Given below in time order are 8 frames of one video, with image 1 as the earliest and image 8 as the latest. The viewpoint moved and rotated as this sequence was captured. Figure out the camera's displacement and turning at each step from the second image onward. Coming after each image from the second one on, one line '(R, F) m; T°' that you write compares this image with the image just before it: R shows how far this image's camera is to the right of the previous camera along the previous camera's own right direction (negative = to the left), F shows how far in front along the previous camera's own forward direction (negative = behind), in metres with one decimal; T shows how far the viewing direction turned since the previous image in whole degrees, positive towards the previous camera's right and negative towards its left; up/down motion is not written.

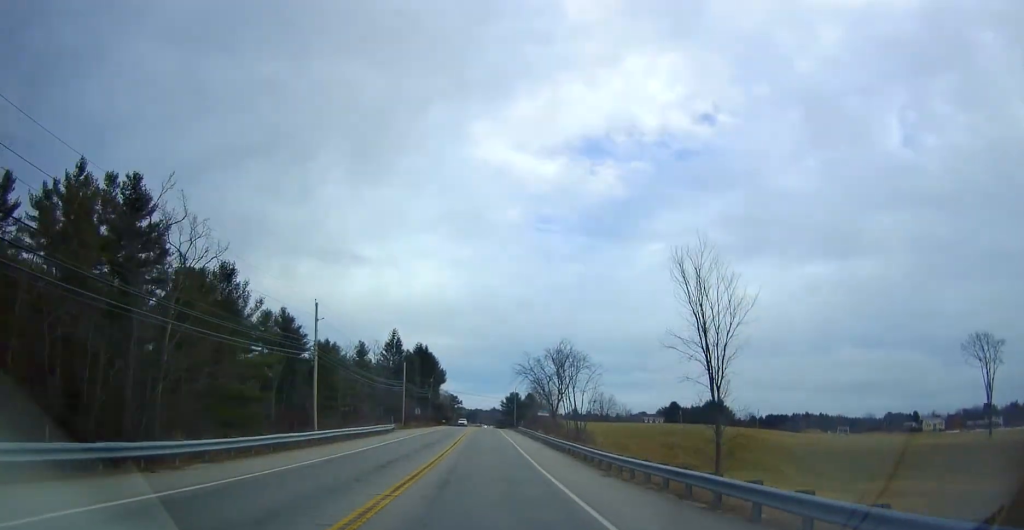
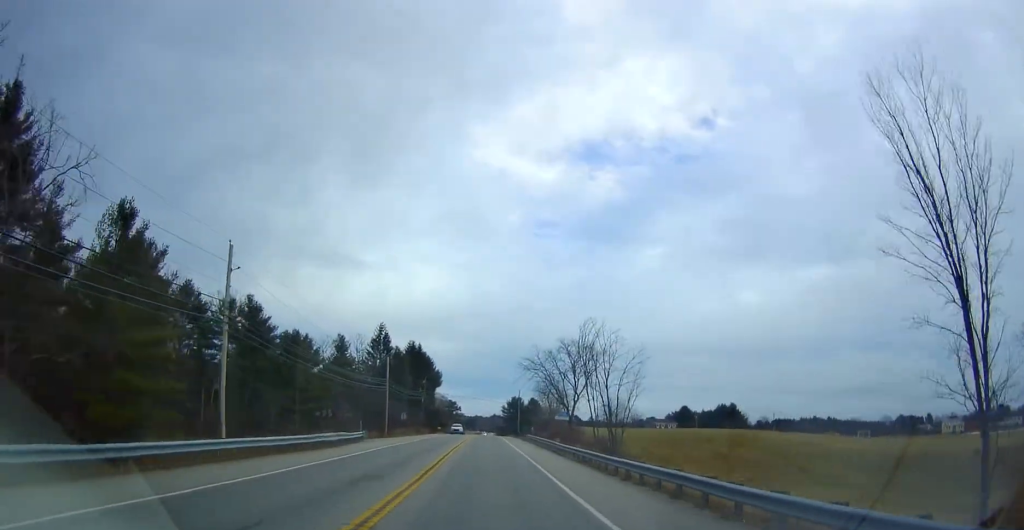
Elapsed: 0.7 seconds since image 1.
(0.0, +16.0) m; 0°
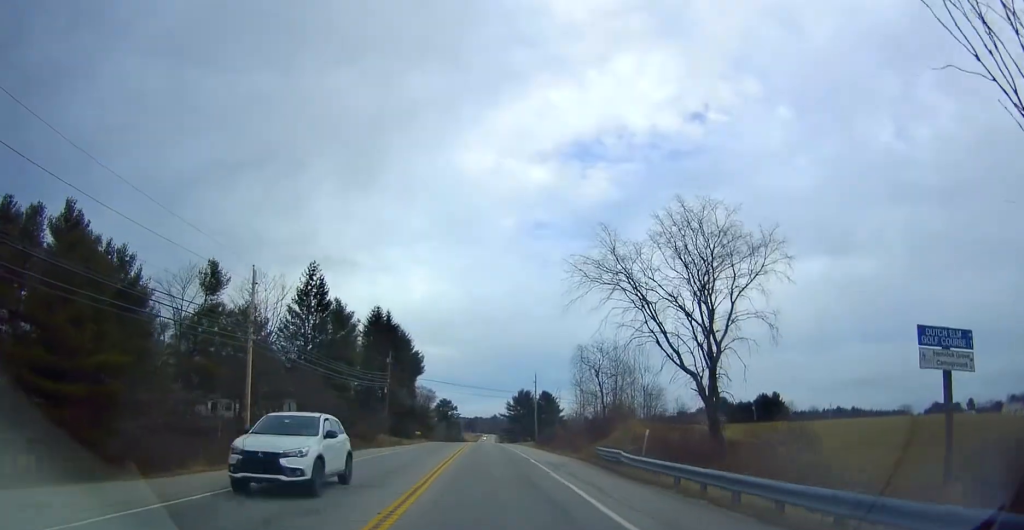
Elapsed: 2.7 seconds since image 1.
(-0.2, +45.3) m; -2°
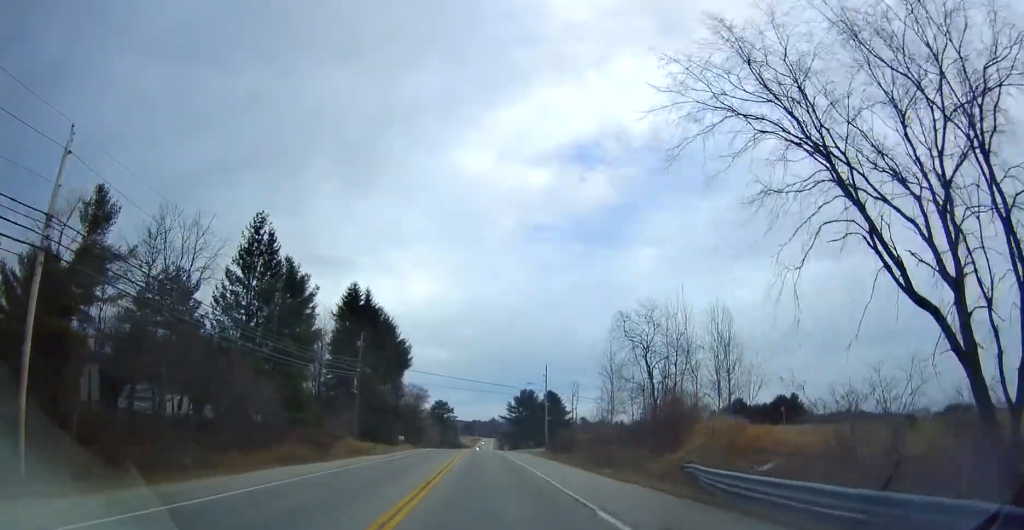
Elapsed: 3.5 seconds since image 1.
(-0.4, +17.4) m; 0°
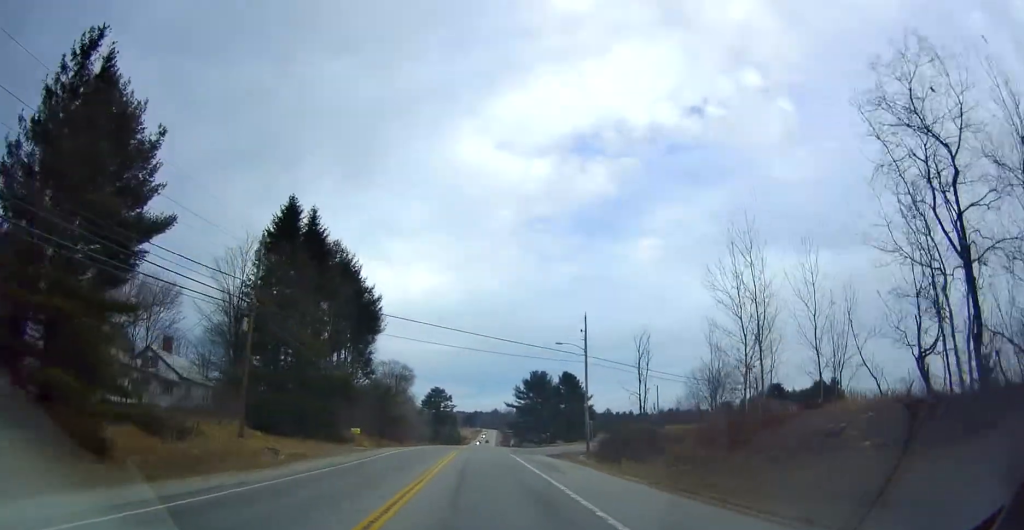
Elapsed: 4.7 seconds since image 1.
(+0.4, +28.7) m; 0°
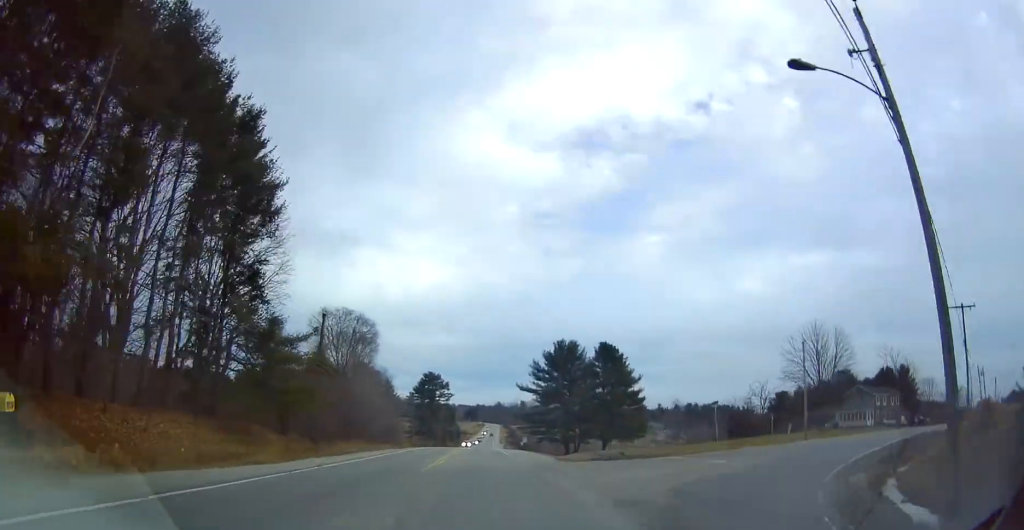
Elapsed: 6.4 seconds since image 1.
(0.0, +38.5) m; +1°
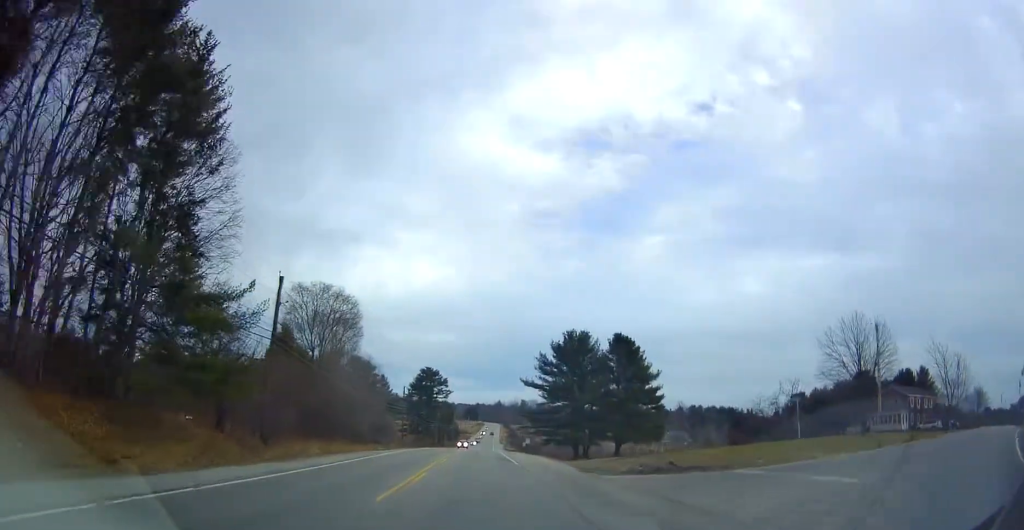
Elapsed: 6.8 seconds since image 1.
(0.0, +9.7) m; 0°
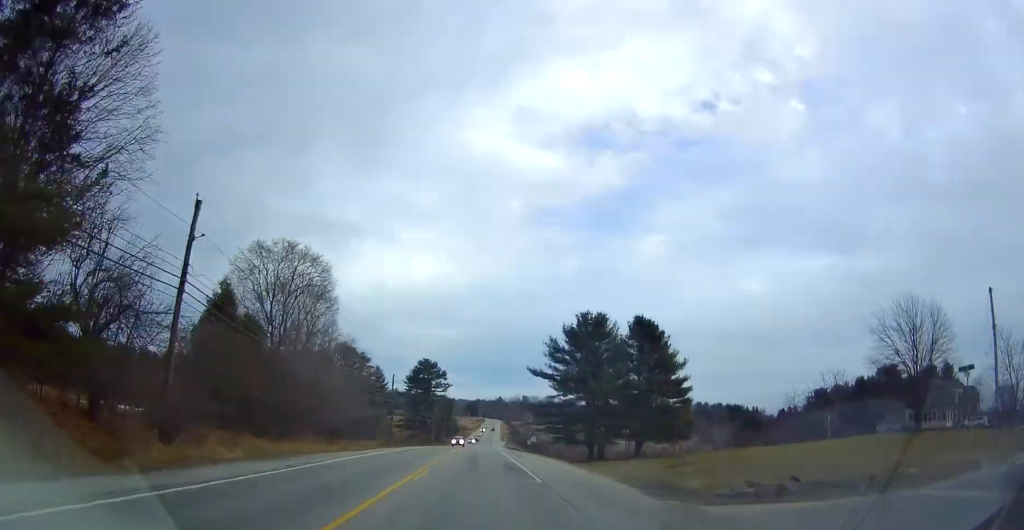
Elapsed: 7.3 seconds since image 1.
(0.0, +10.9) m; 0°
